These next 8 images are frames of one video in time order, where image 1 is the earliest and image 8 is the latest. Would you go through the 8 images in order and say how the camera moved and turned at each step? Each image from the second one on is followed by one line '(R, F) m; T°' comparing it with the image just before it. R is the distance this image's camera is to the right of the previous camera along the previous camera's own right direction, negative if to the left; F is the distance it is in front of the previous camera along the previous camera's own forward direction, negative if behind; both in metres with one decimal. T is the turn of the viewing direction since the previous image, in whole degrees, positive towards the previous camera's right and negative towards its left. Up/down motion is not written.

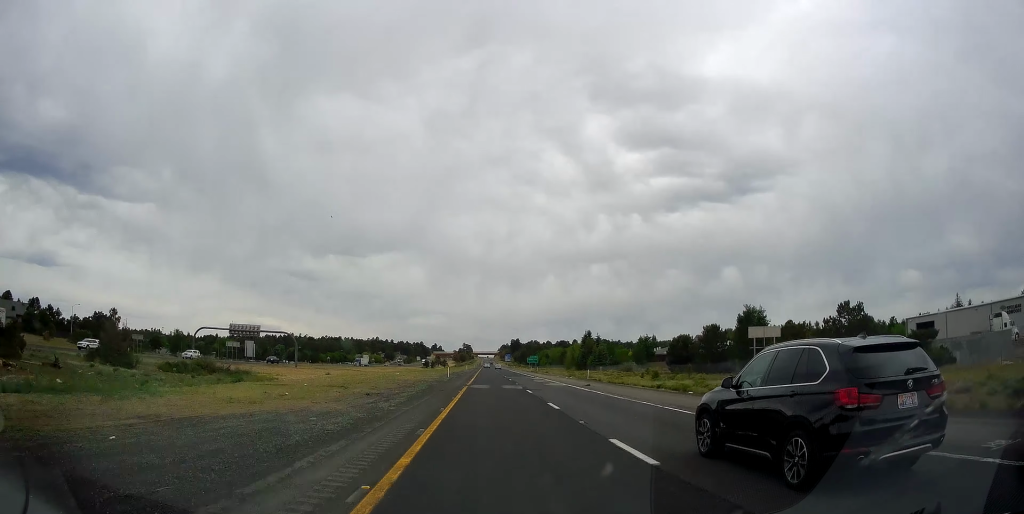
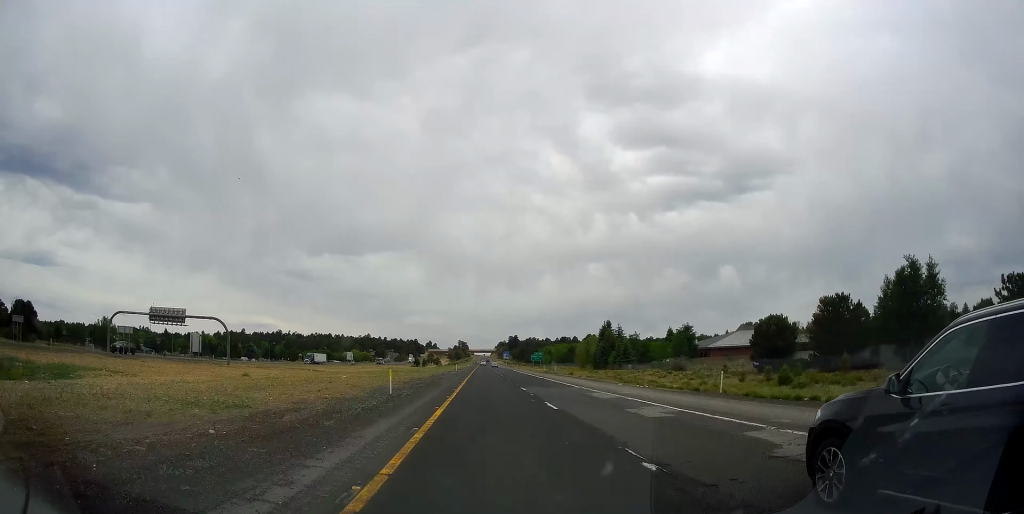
(-0.1, +36.9) m; +1°
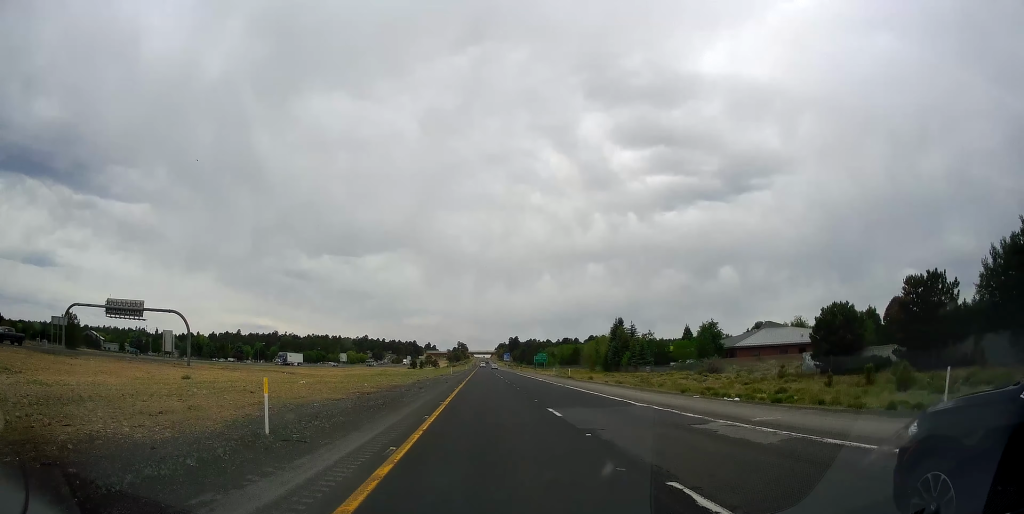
(+0.3, +14.8) m; +1°
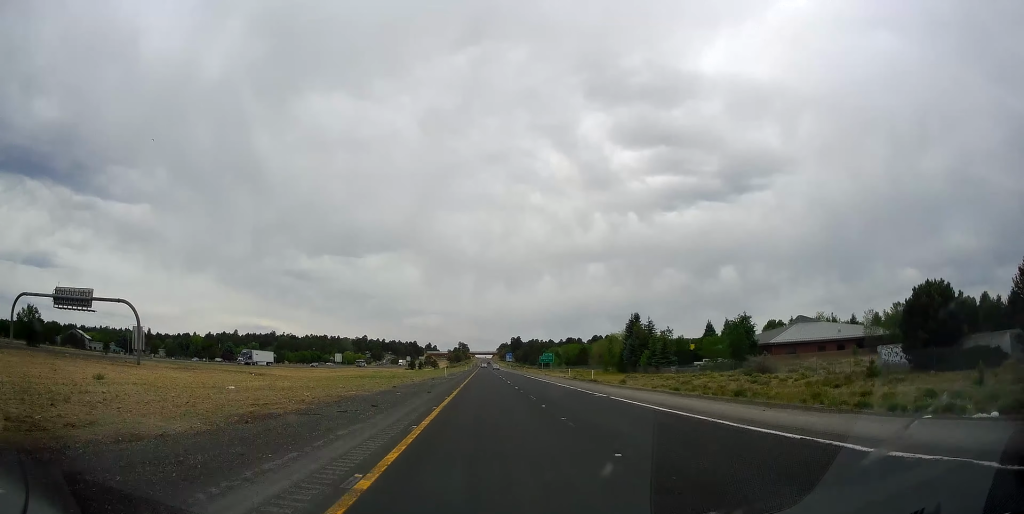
(+0.1, +14.7) m; 0°
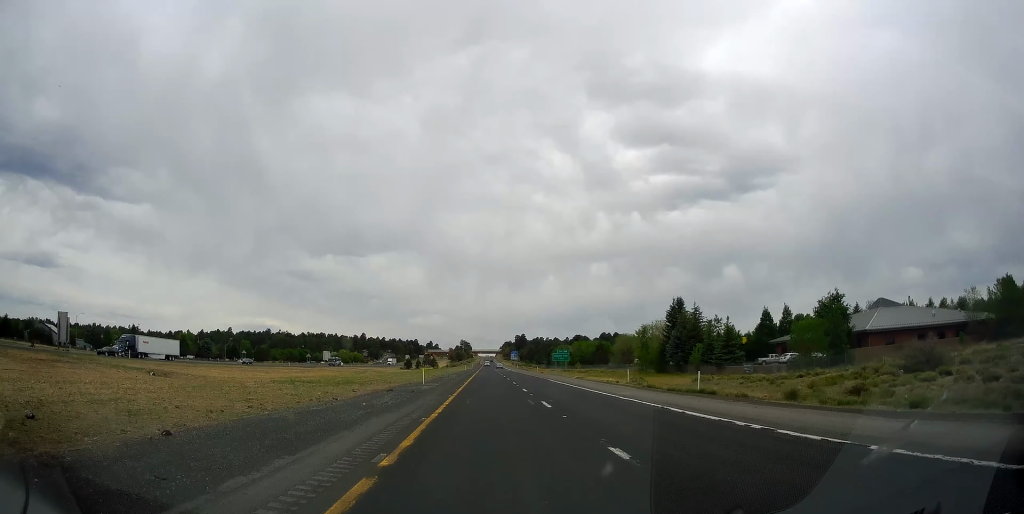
(-0.1, +27.9) m; -1°
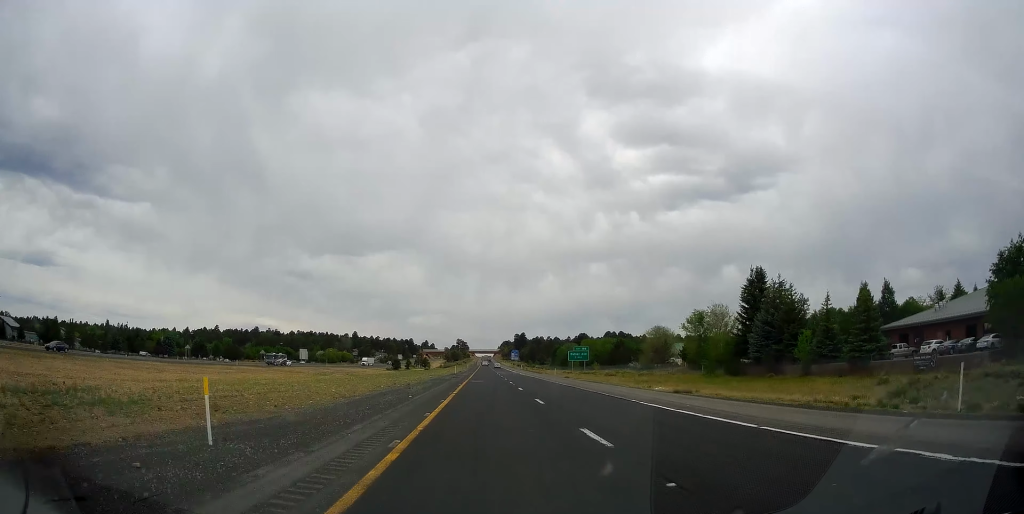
(-0.3, +31.4) m; -1°
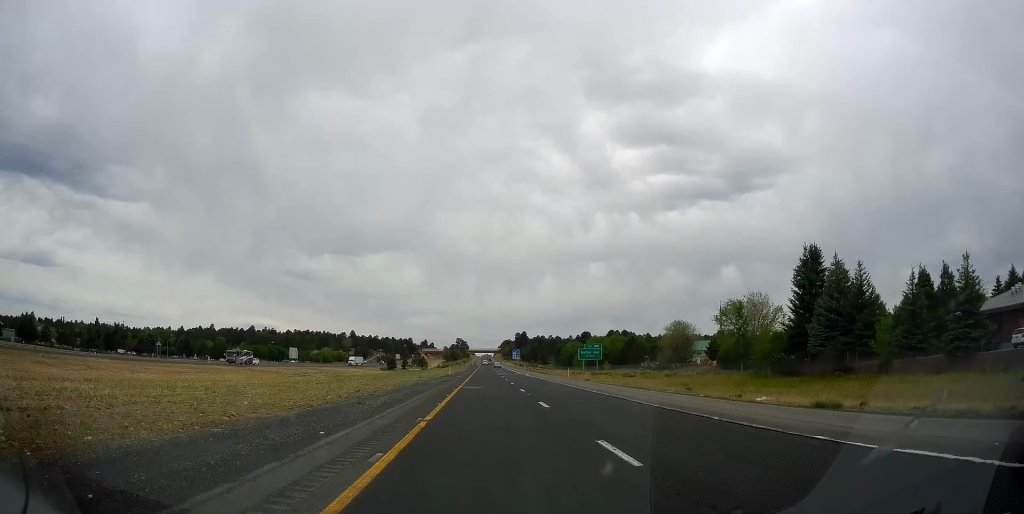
(-0.1, +12.5) m; 0°
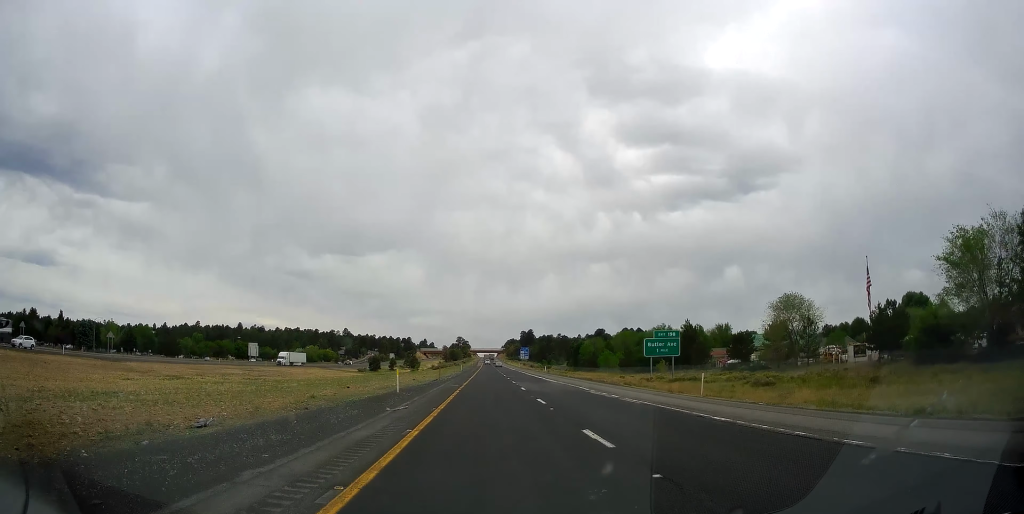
(+0.1, +37.9) m; +1°
